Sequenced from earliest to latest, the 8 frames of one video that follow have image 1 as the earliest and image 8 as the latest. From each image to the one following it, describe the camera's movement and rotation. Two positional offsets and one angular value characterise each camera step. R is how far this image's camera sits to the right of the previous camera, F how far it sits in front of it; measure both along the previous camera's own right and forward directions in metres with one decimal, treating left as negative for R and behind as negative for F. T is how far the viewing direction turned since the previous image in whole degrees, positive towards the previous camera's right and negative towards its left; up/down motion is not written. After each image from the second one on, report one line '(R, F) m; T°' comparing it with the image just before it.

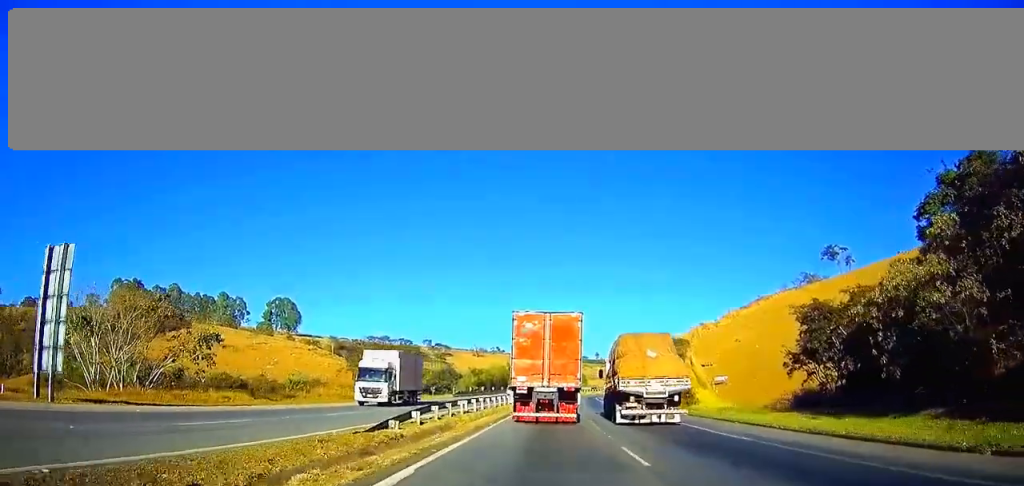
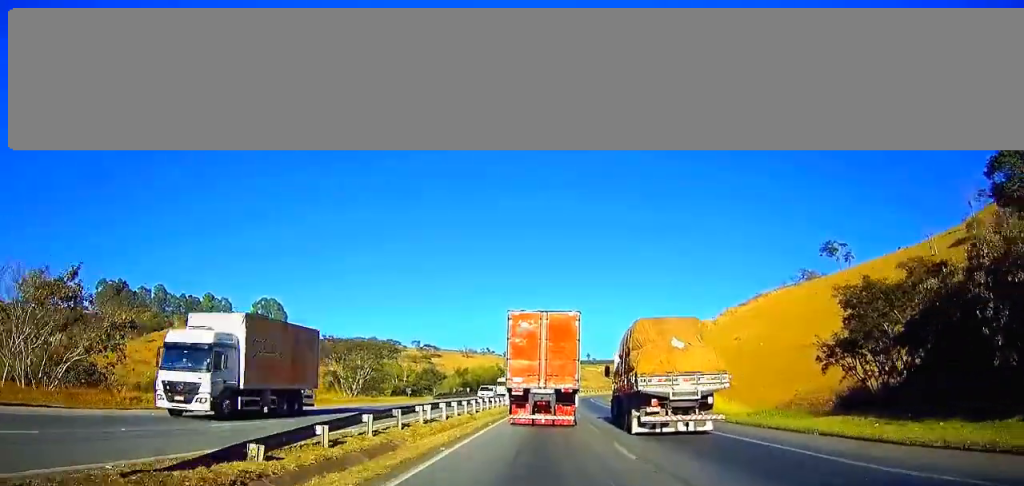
(+0.1, +10.5) m; +1°
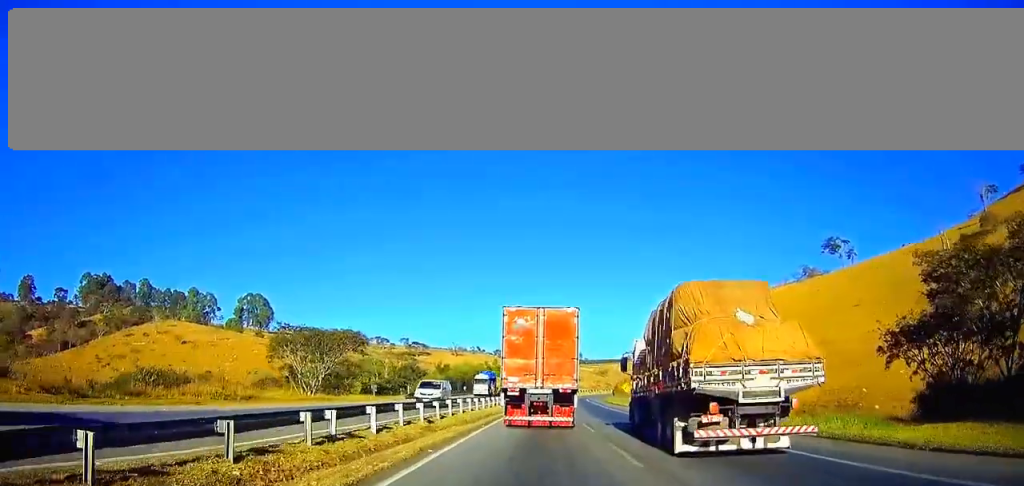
(+0.1, +12.7) m; +1°
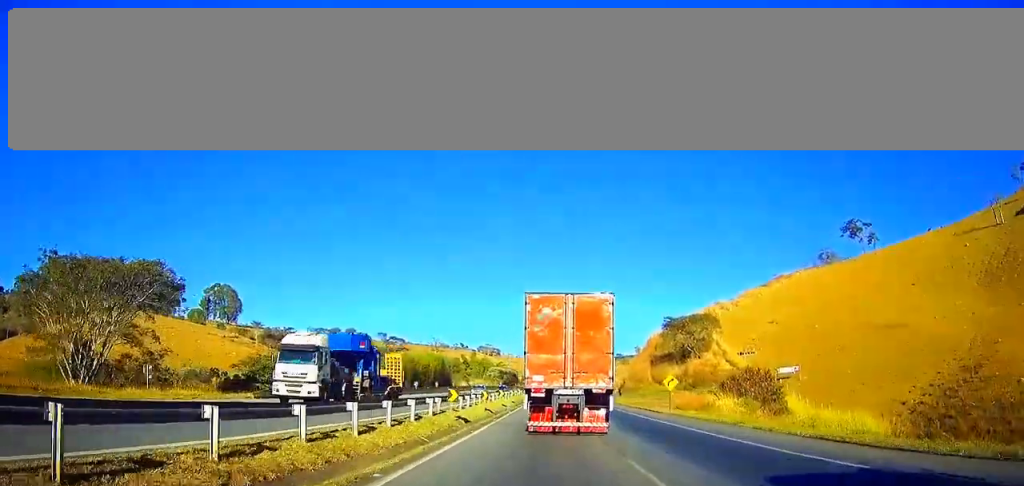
(+0.6, +38.4) m; +1°
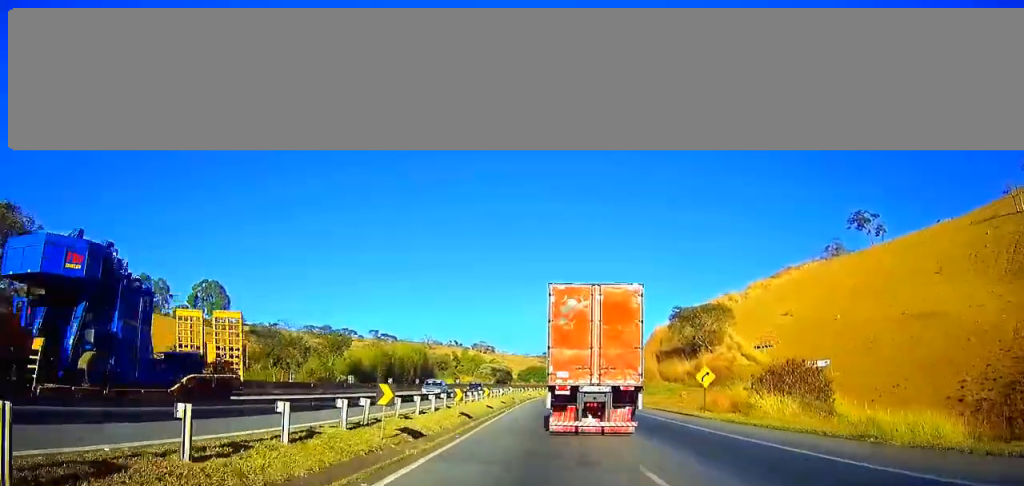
(0.0, +13.0) m; 0°
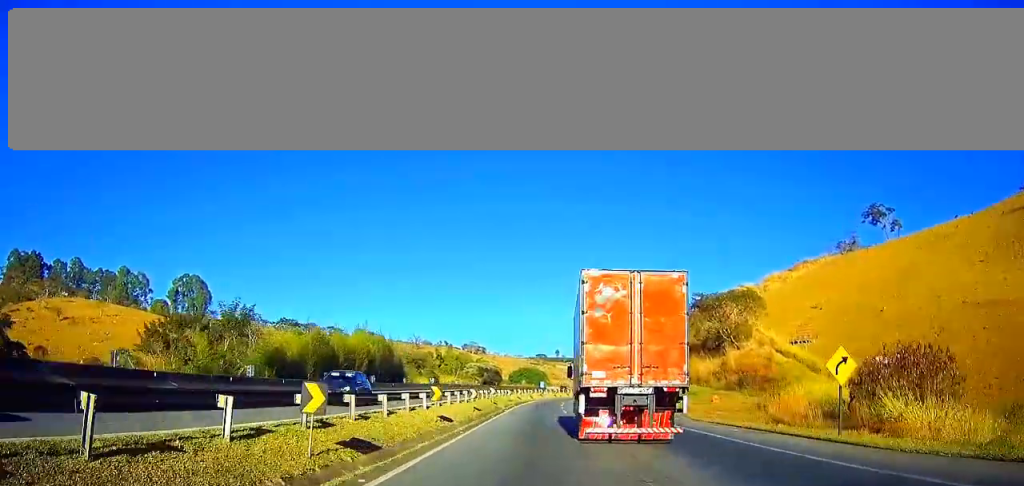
(+0.1, +20.6) m; +1°
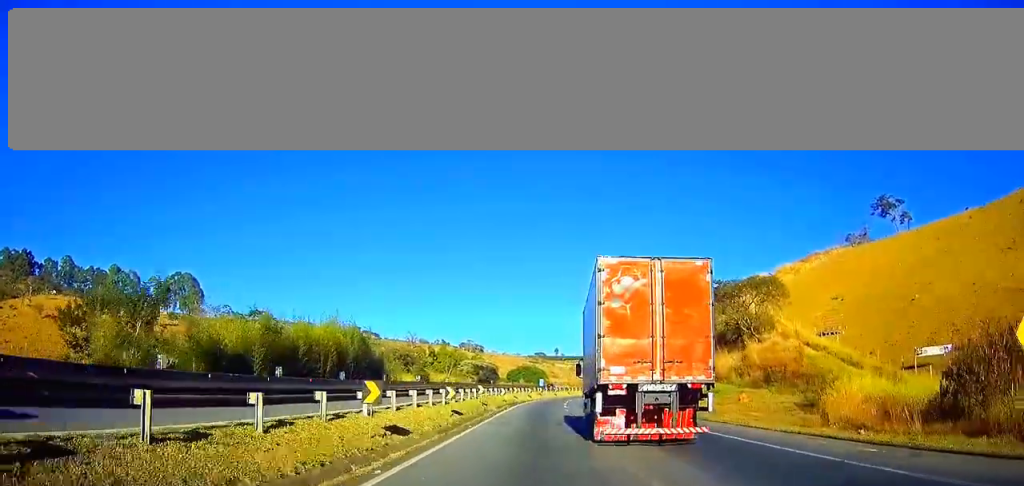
(+0.1, +10.5) m; 0°
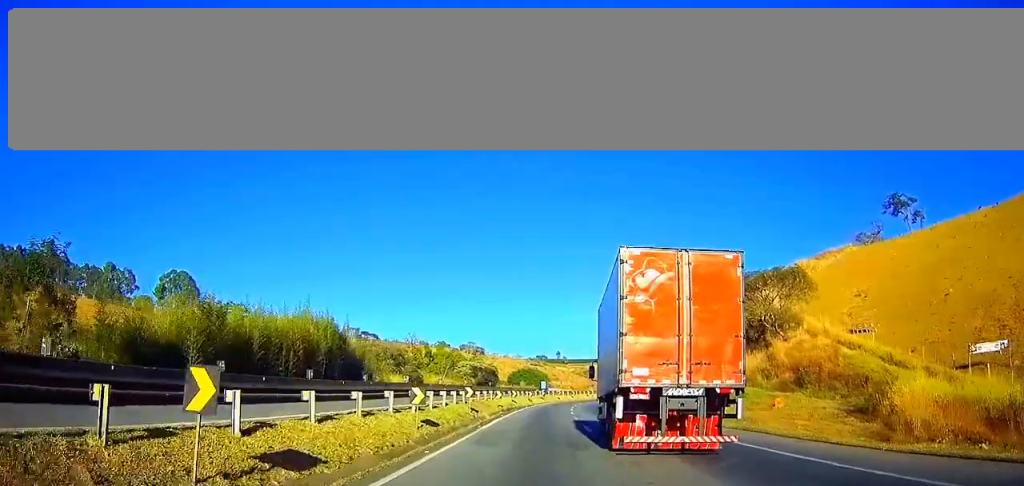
(0.0, +9.0) m; 0°
